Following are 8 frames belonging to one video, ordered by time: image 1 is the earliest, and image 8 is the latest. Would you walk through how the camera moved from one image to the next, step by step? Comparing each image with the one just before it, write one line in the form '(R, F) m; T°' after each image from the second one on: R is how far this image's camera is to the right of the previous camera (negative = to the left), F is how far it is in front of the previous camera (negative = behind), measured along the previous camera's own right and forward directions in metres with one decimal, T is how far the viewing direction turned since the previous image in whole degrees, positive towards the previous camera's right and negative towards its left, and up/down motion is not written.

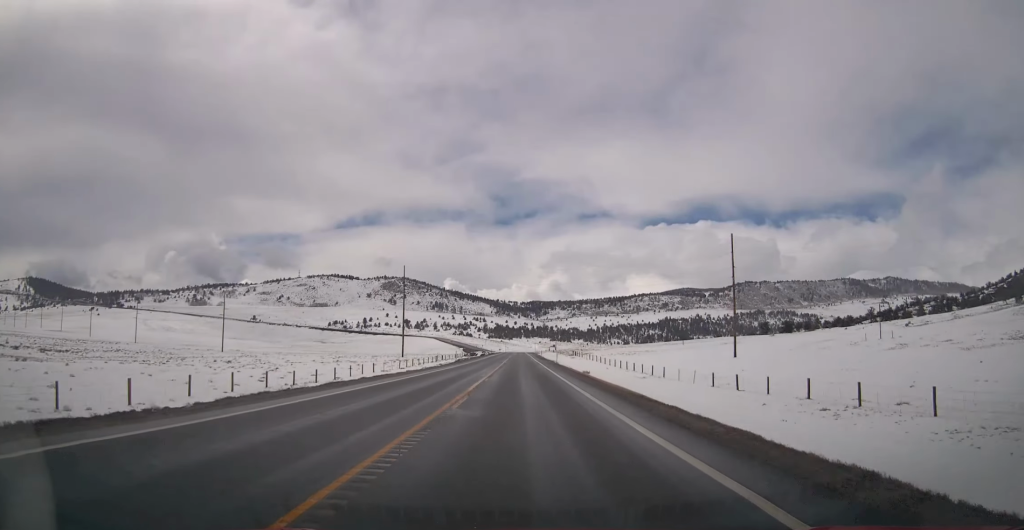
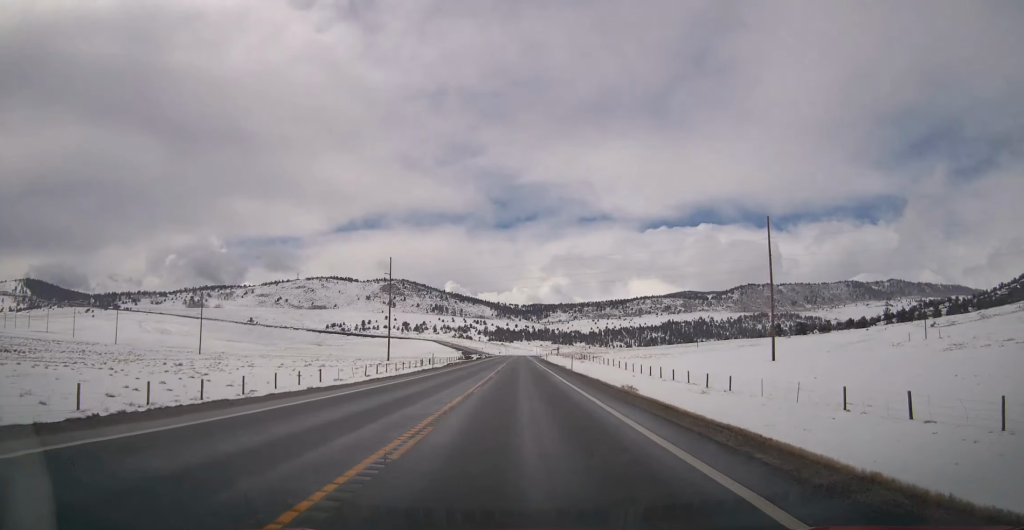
(+0.1, +17.4) m; 0°
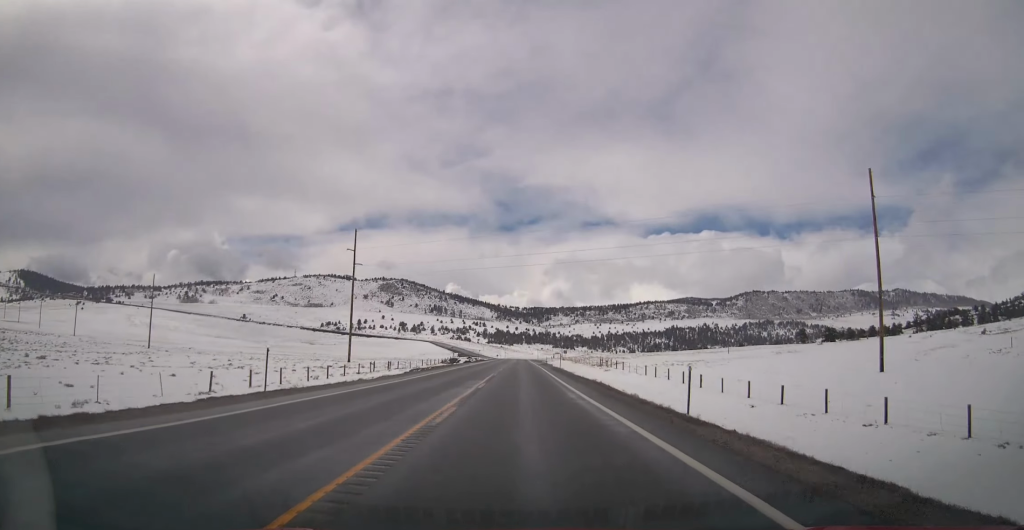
(0.0, +32.7) m; 0°
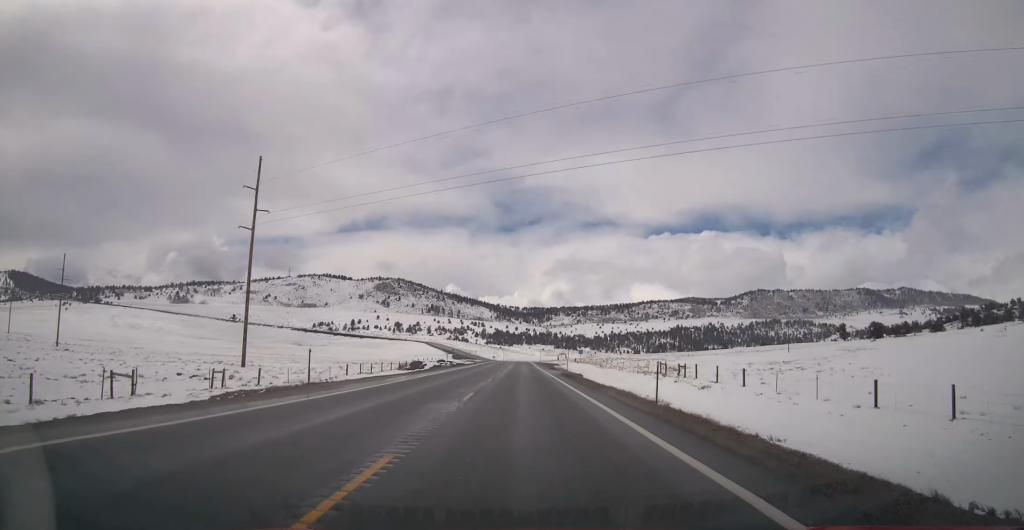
(-0.3, +43.9) m; 0°
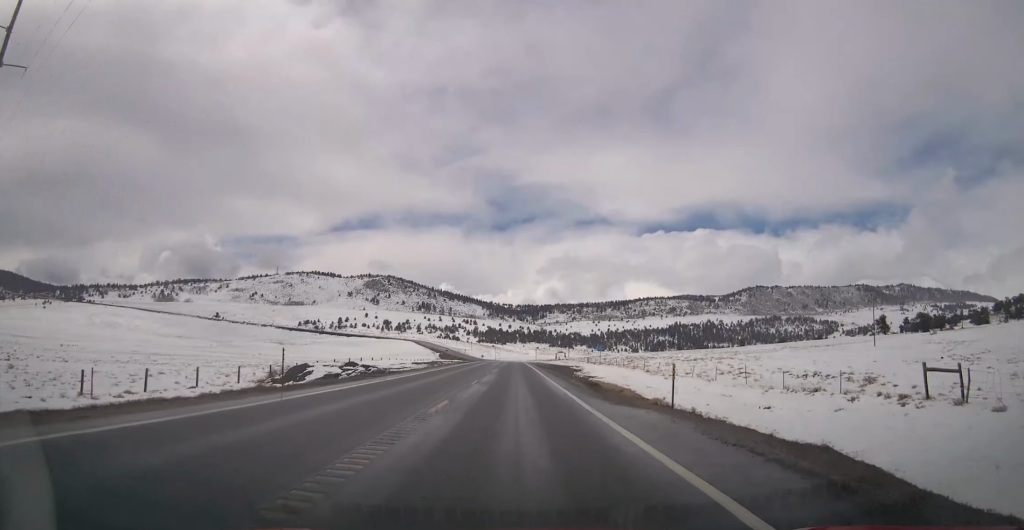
(+0.3, +40.0) m; +1°
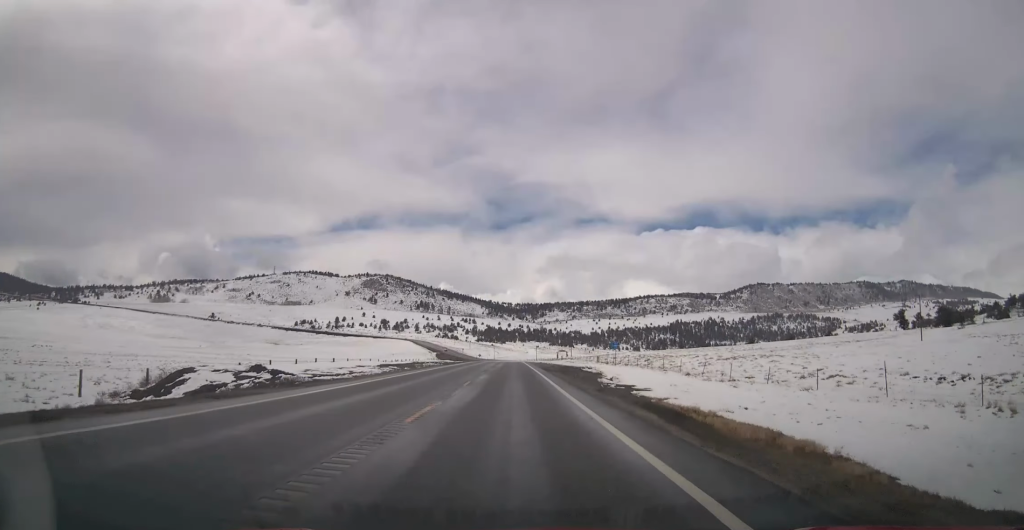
(+0.1, +14.1) m; 0°
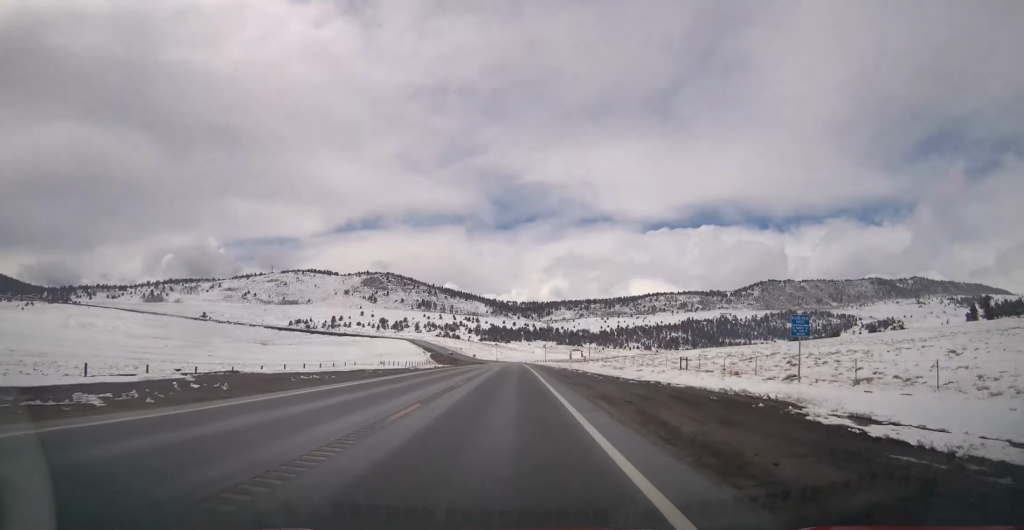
(-0.1, +48.0) m; -1°
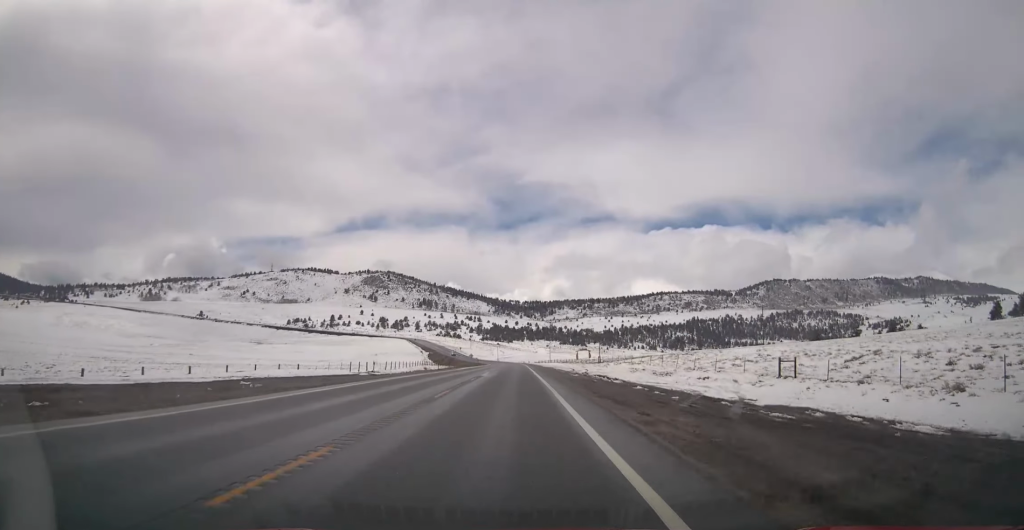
(-0.1, +19.1) m; 0°
